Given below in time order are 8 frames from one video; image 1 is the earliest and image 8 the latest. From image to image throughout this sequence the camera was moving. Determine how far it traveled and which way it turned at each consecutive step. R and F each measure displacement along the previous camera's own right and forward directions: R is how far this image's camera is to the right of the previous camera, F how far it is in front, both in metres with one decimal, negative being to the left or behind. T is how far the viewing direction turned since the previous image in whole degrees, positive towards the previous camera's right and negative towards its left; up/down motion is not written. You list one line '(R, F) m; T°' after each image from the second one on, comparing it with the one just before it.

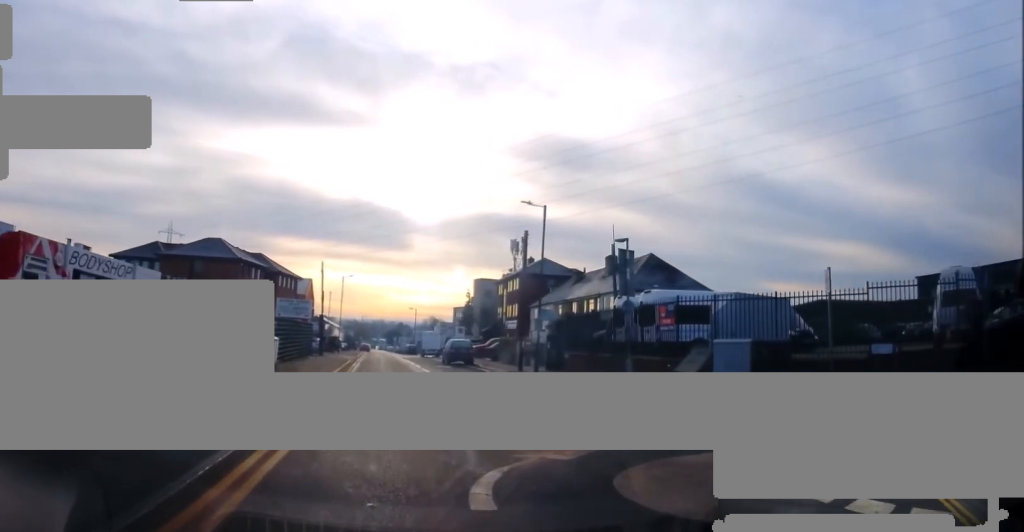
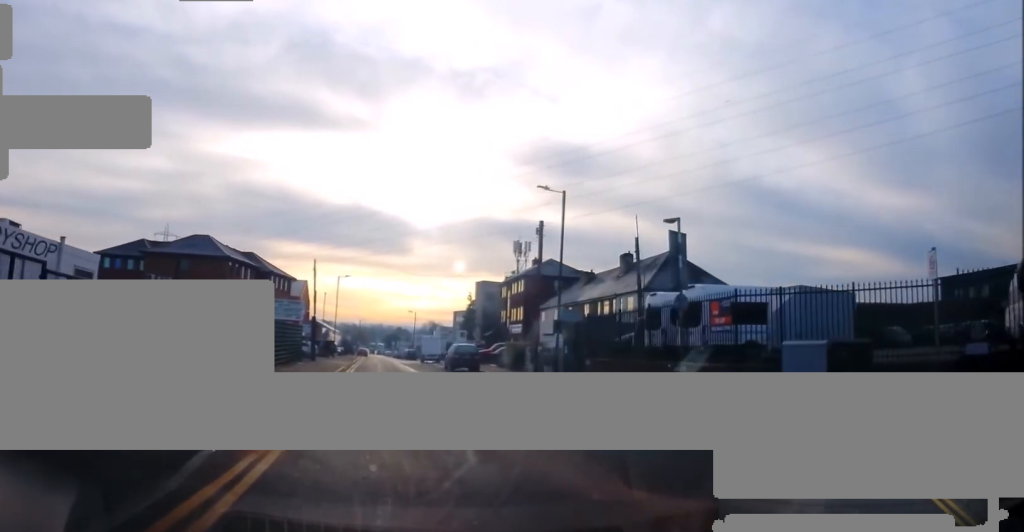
(-0.4, +3.9) m; 0°
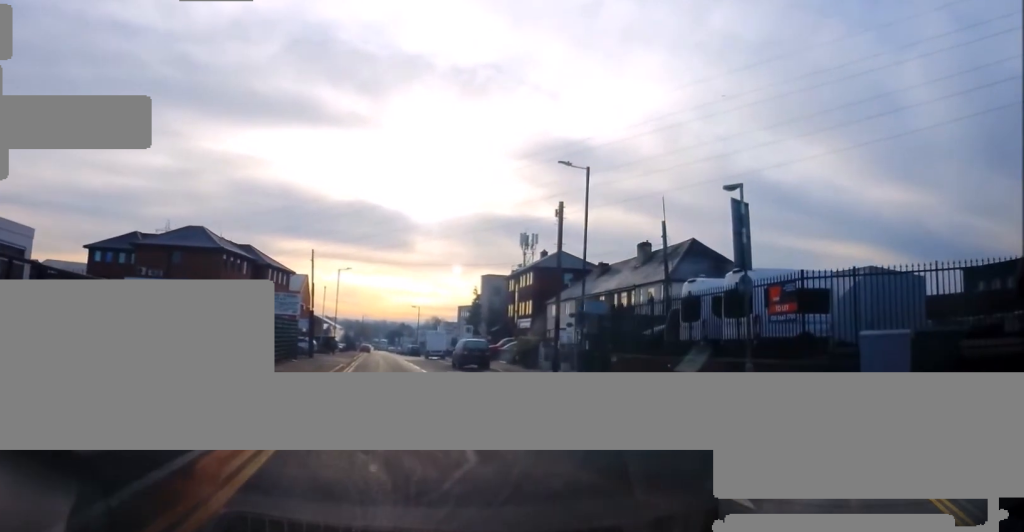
(+0.2, +3.0) m; +1°
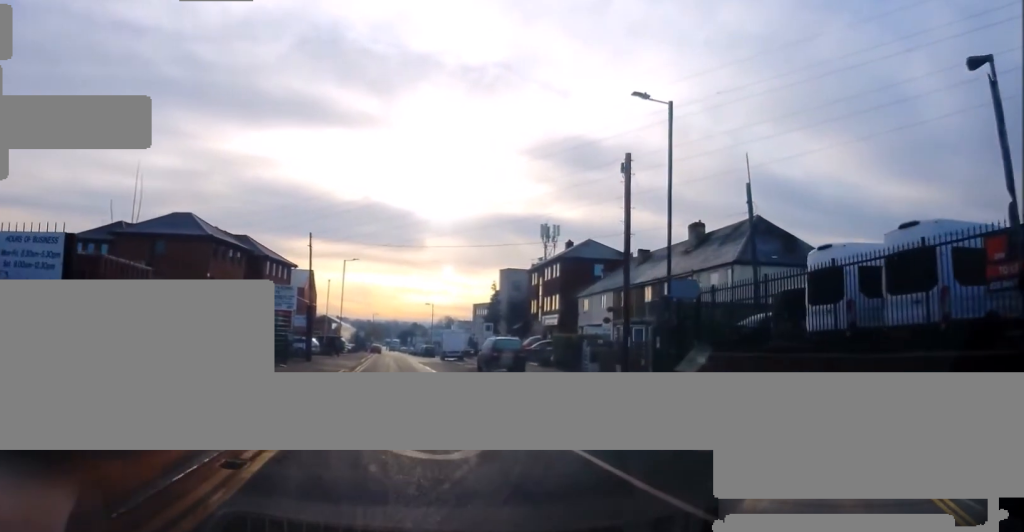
(+0.1, +6.8) m; 0°
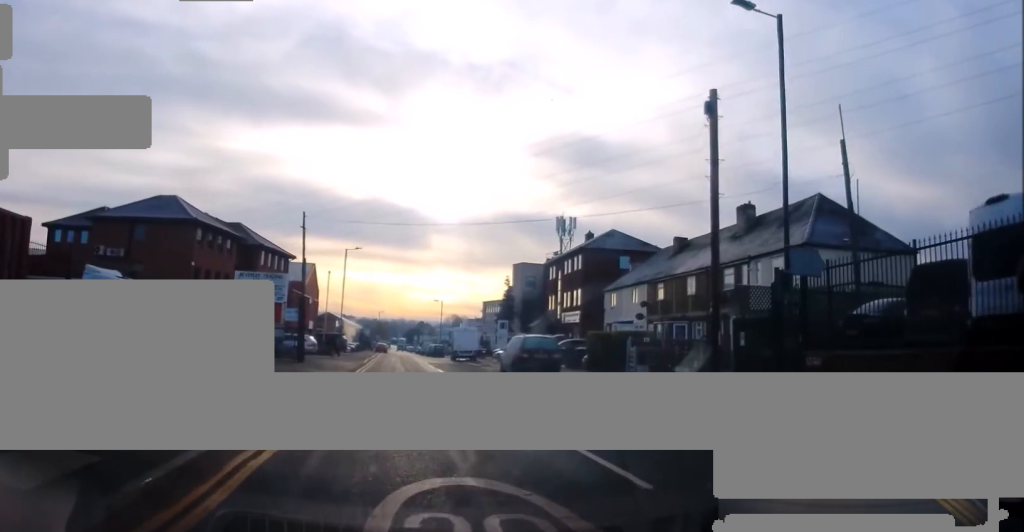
(-0.1, +5.2) m; -1°
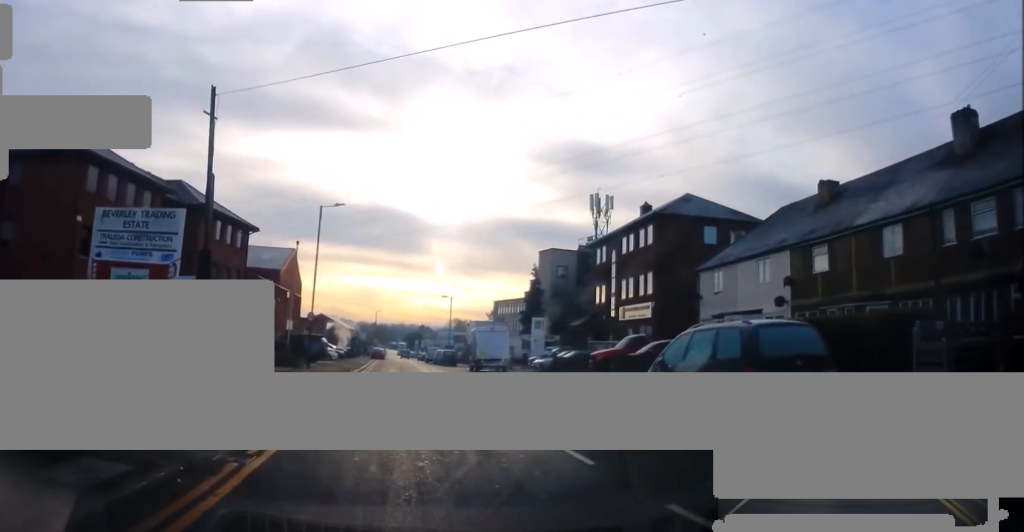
(-0.1, +16.9) m; -2°
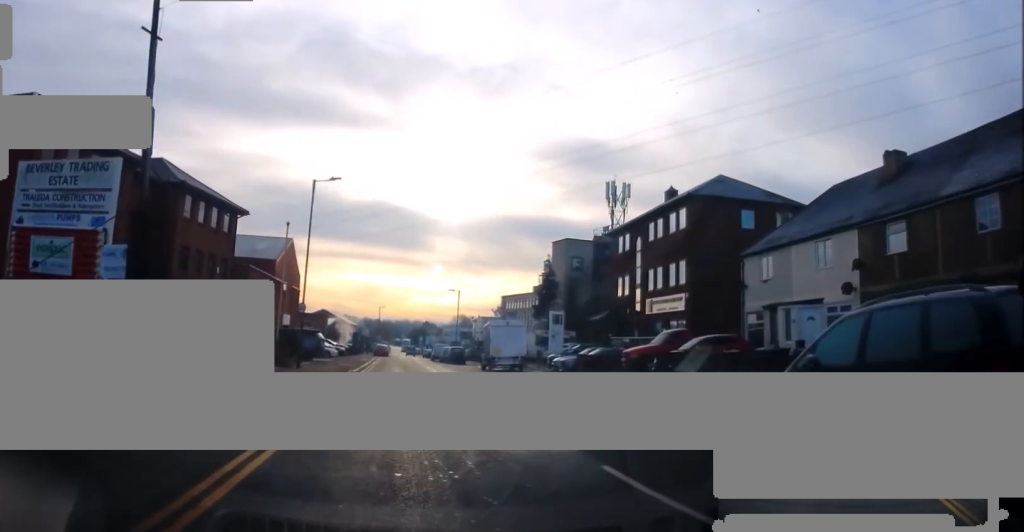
(-0.2, +4.3) m; 0°
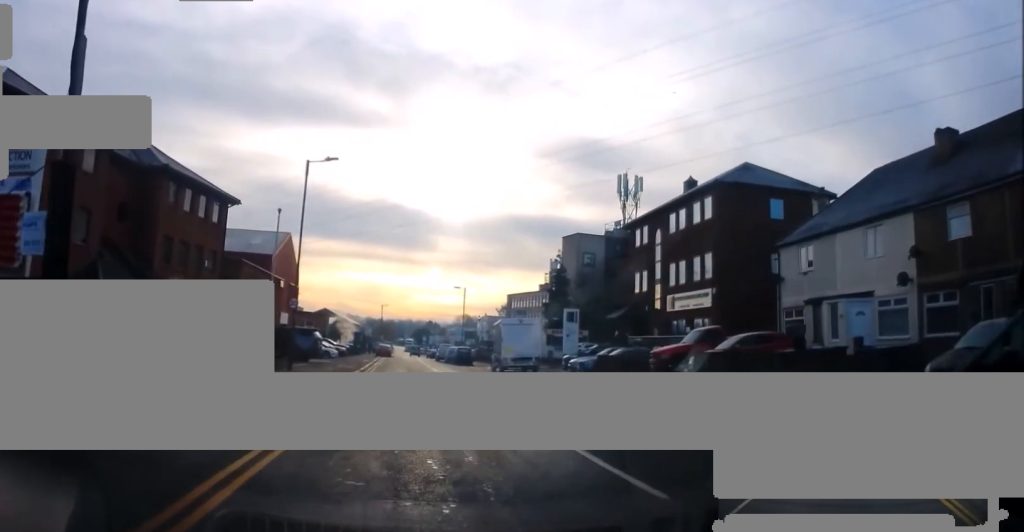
(0.0, +2.9) m; 0°
